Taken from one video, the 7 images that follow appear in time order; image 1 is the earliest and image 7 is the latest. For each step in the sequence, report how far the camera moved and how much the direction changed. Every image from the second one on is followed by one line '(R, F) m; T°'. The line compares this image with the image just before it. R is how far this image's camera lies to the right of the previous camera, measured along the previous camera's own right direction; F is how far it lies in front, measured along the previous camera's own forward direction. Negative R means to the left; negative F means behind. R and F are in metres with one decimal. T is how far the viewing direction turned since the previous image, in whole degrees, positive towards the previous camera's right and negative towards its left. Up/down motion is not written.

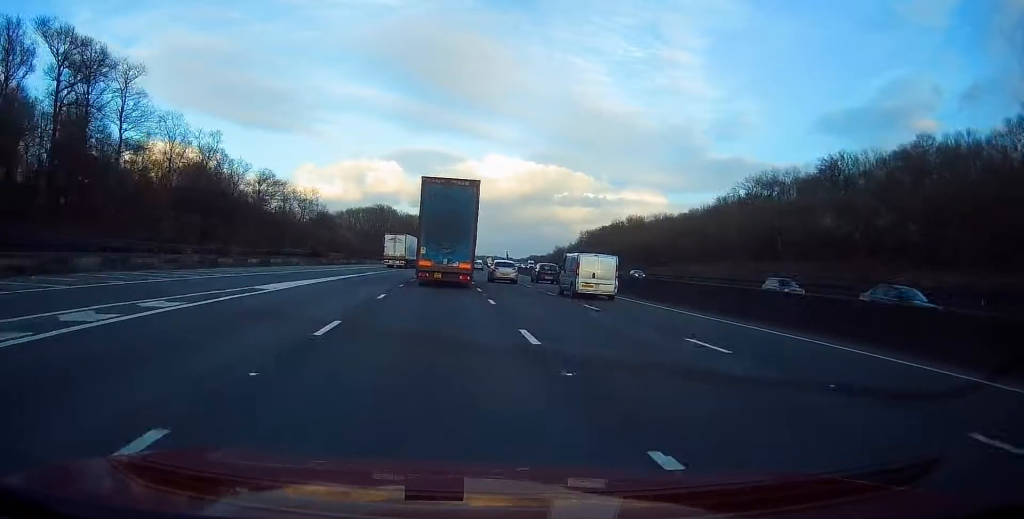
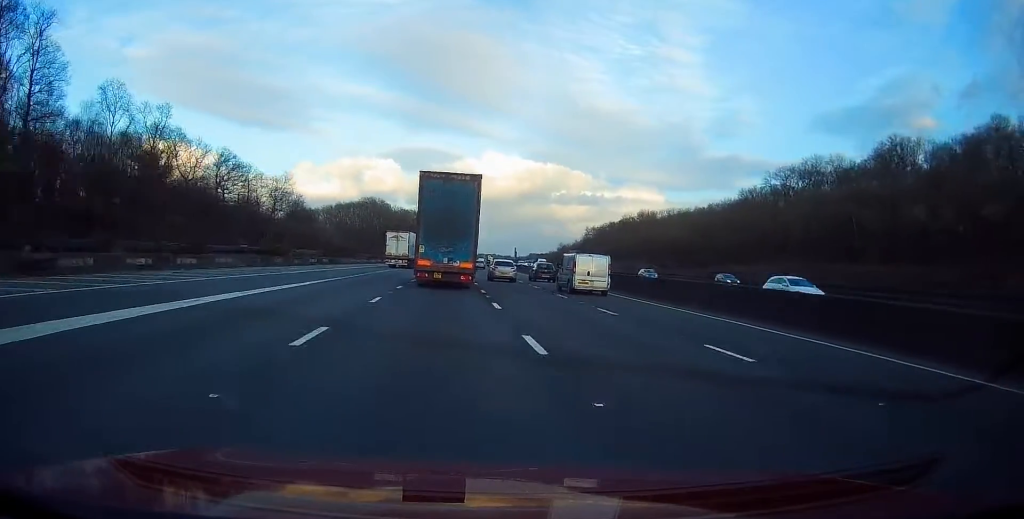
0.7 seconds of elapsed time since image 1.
(0.0, +19.6) m; 0°
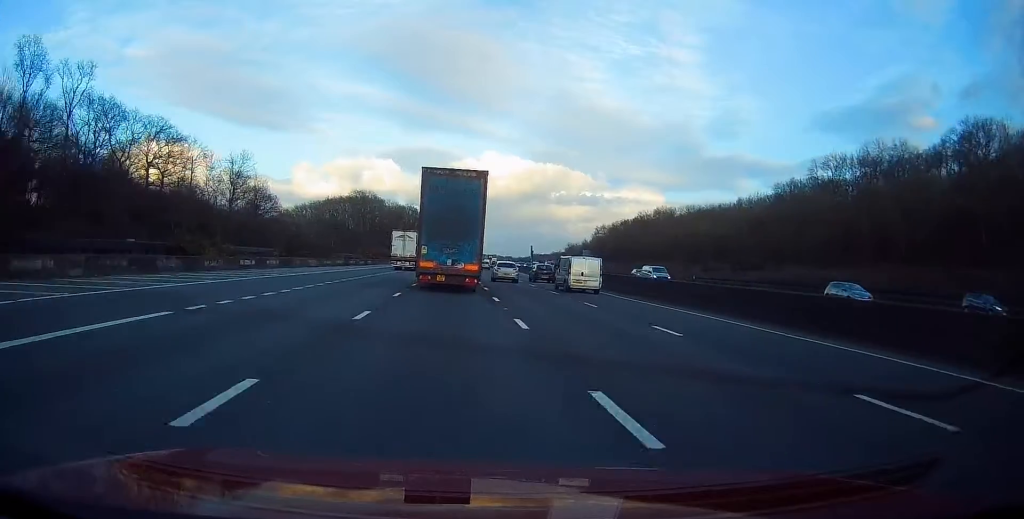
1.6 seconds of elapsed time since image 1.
(0.0, +22.0) m; 0°
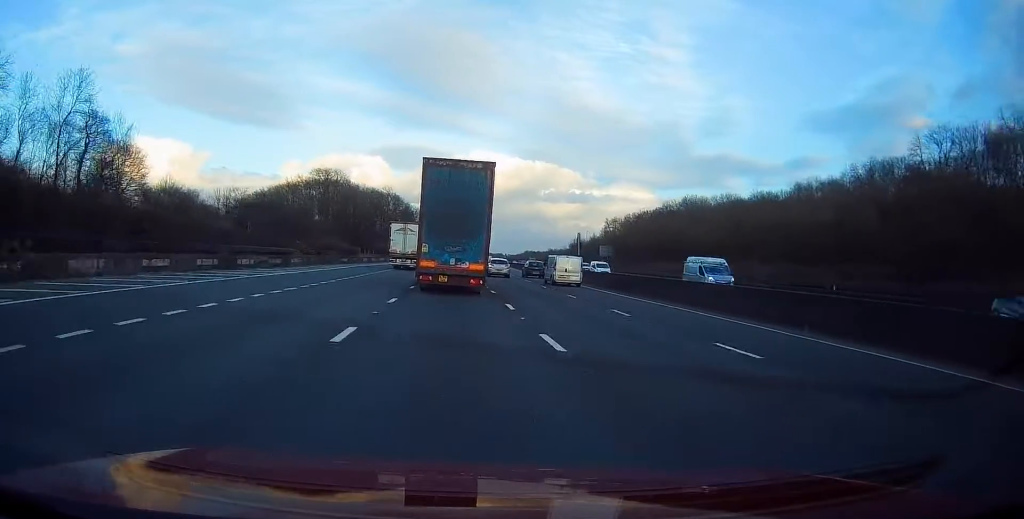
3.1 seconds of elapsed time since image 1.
(+0.2, +38.9) m; +1°
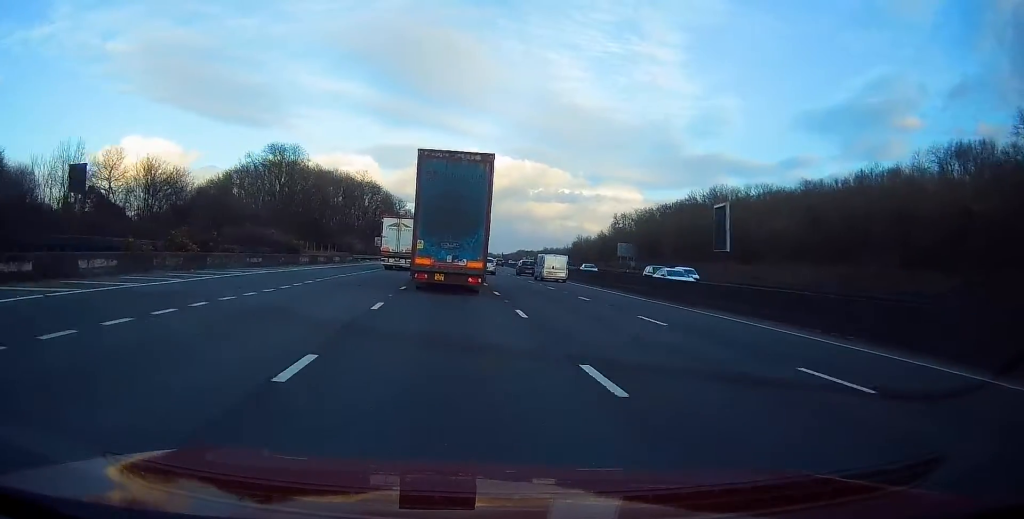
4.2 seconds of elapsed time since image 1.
(+0.6, +29.8) m; +1°
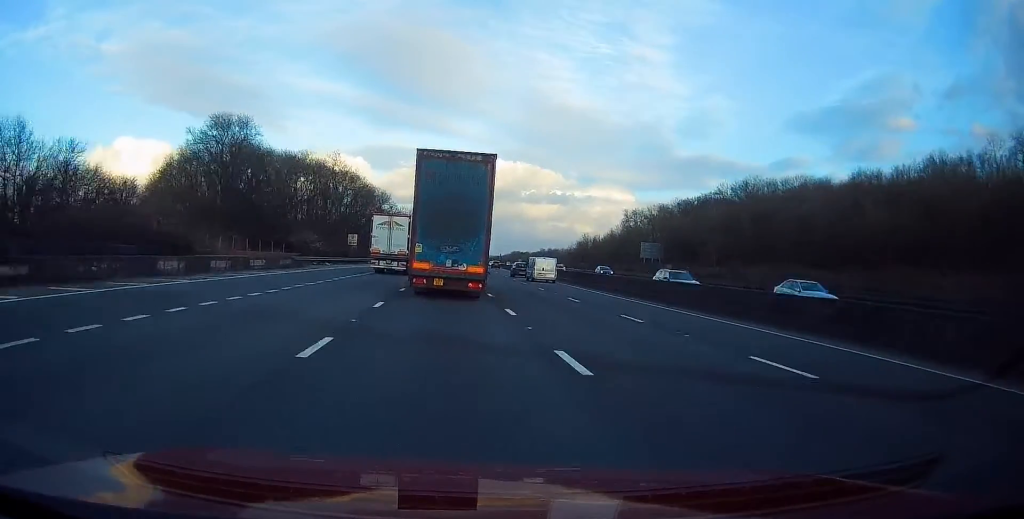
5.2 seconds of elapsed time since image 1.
(0.0, +25.4) m; 0°
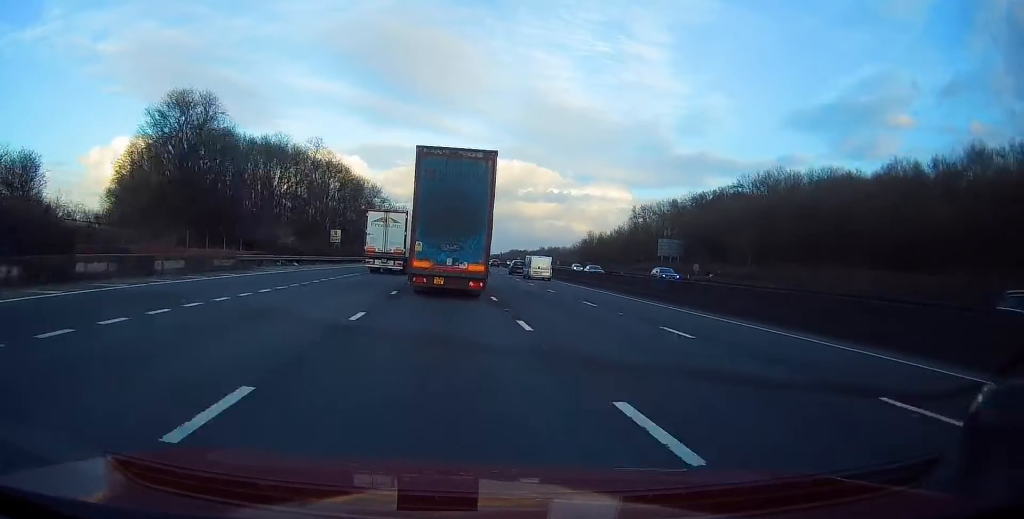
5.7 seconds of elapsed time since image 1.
(0.0, +12.6) m; 0°
